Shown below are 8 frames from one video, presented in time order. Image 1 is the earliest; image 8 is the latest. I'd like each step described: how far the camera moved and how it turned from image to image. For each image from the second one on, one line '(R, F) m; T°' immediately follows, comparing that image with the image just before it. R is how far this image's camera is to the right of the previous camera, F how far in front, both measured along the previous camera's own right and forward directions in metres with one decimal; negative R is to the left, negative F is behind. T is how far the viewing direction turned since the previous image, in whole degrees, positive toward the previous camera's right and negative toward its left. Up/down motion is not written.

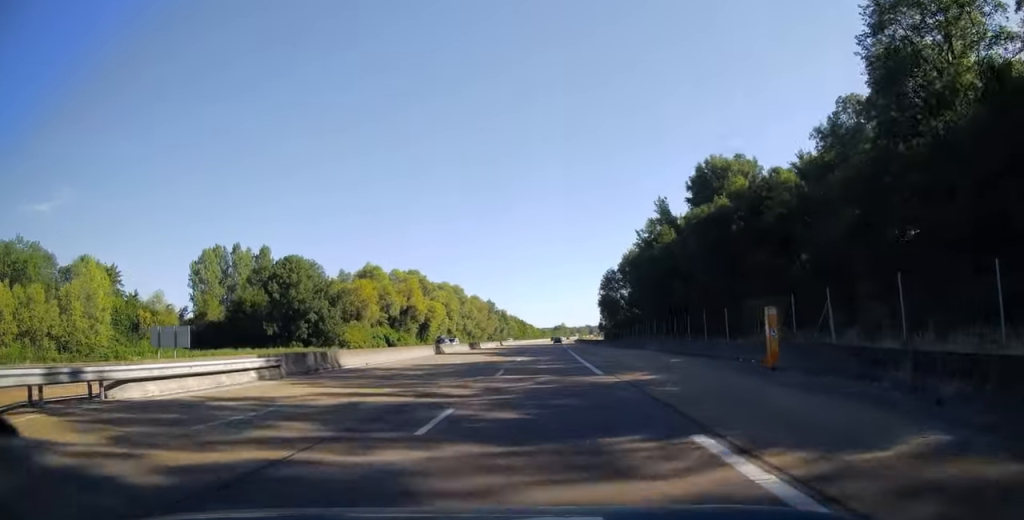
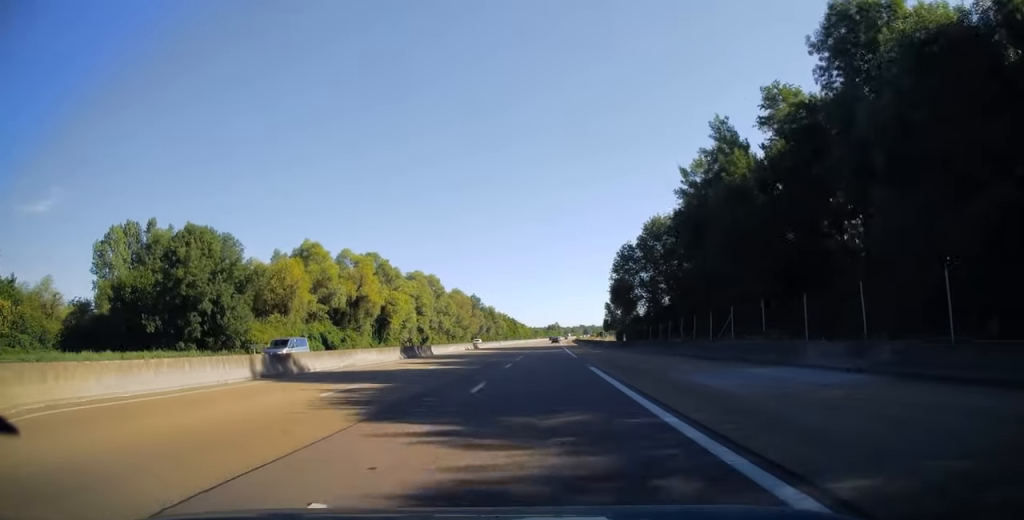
(+0.1, +32.9) m; 0°
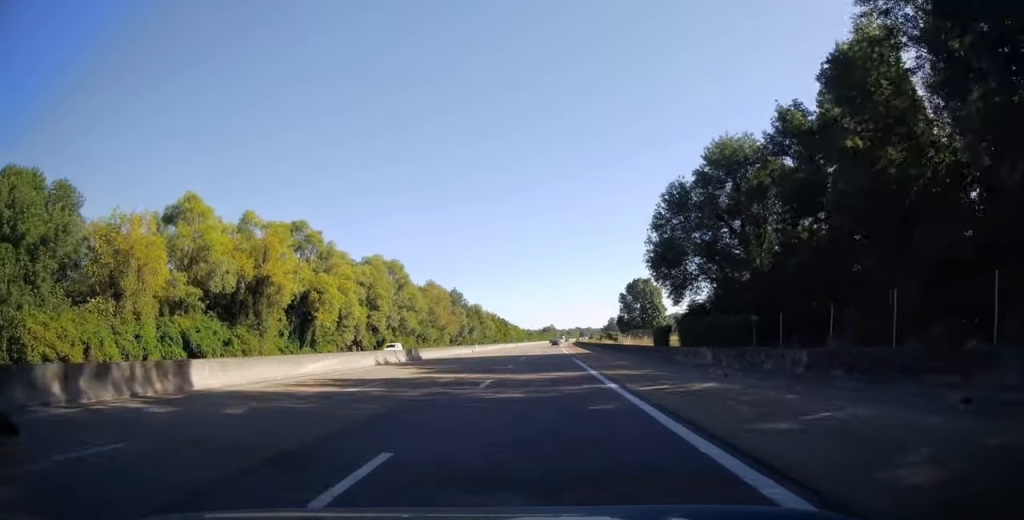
(+0.2, +37.1) m; +1°
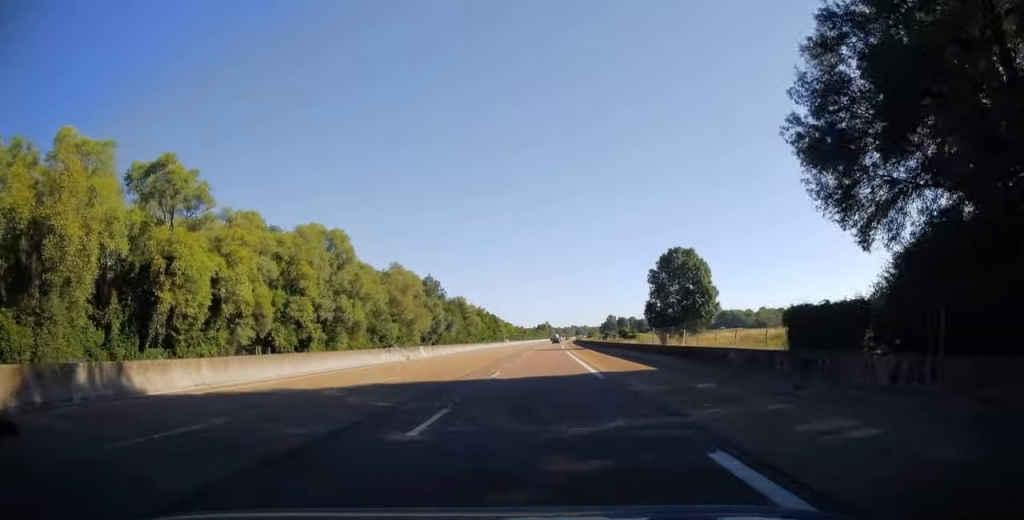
(+0.1, +35.1) m; 0°
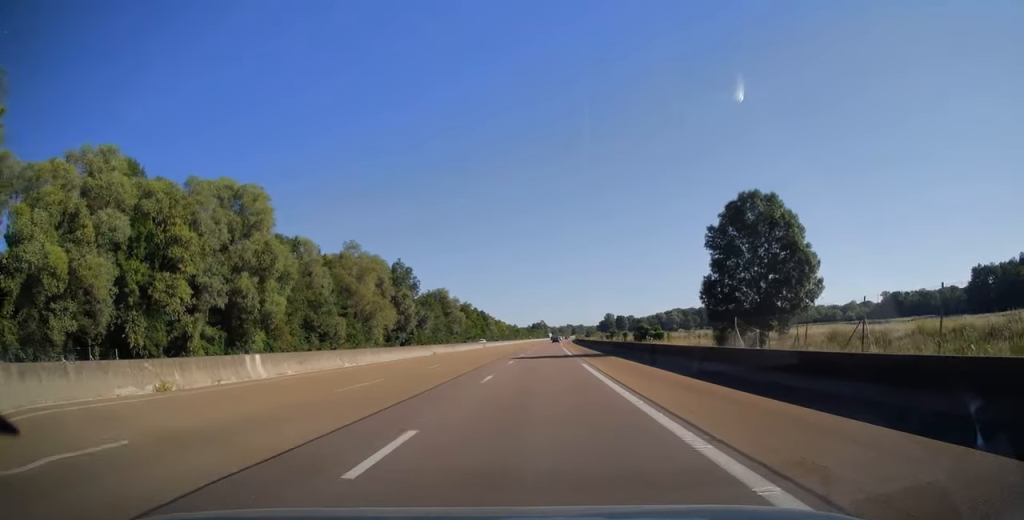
(+0.1, +29.0) m; +1°
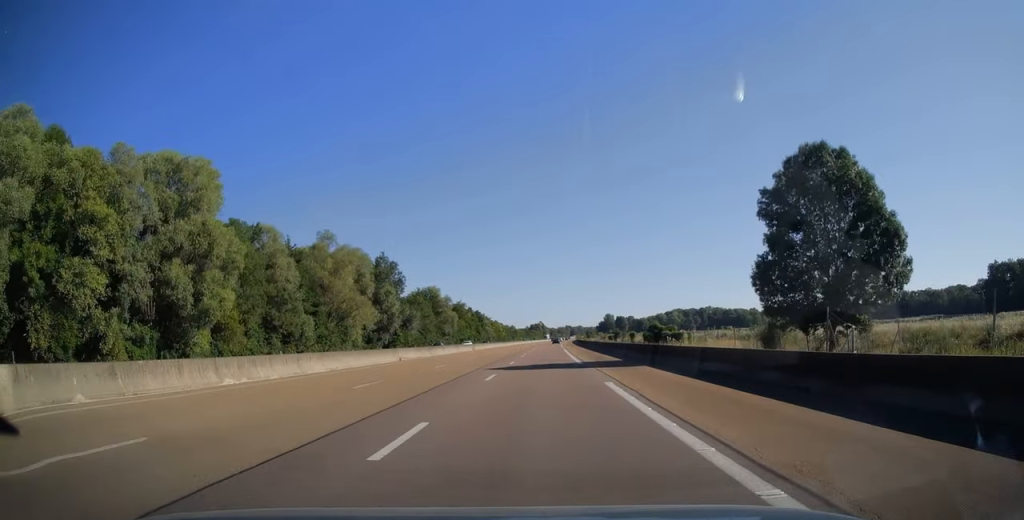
(0.0, +12.2) m; 0°
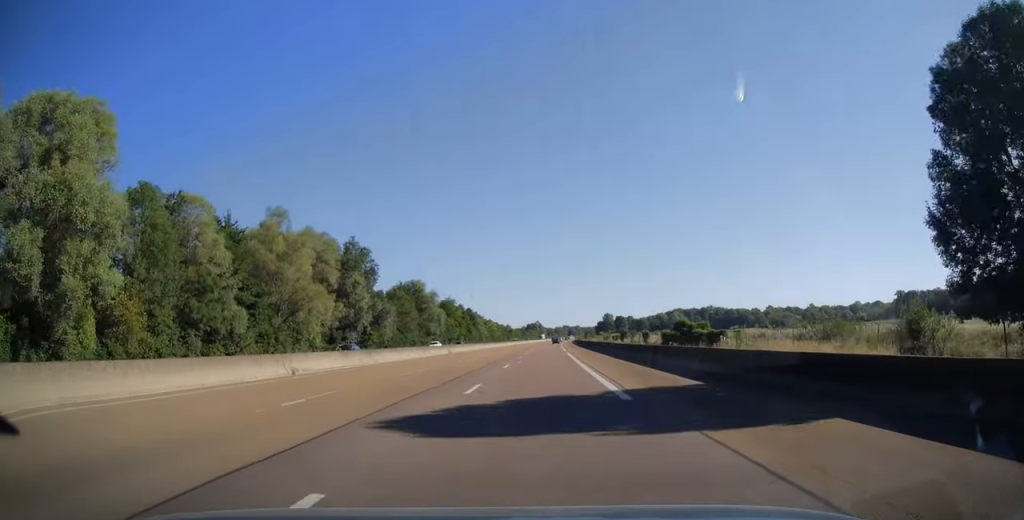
(+0.1, +17.7) m; 0°
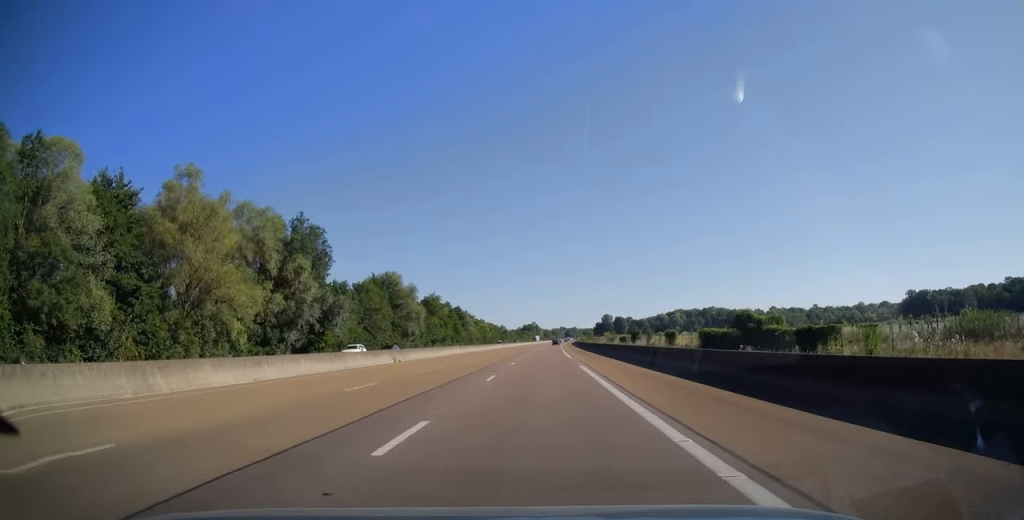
(+0.1, +21.2) m; 0°
